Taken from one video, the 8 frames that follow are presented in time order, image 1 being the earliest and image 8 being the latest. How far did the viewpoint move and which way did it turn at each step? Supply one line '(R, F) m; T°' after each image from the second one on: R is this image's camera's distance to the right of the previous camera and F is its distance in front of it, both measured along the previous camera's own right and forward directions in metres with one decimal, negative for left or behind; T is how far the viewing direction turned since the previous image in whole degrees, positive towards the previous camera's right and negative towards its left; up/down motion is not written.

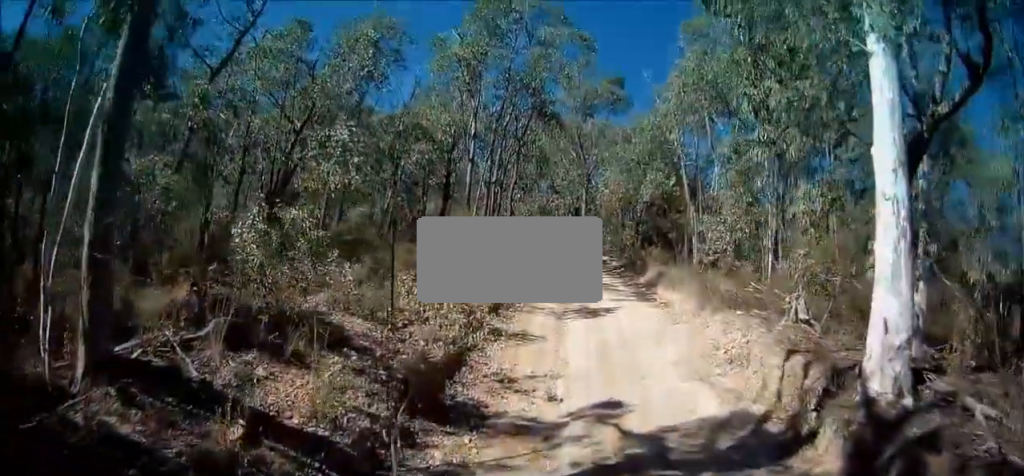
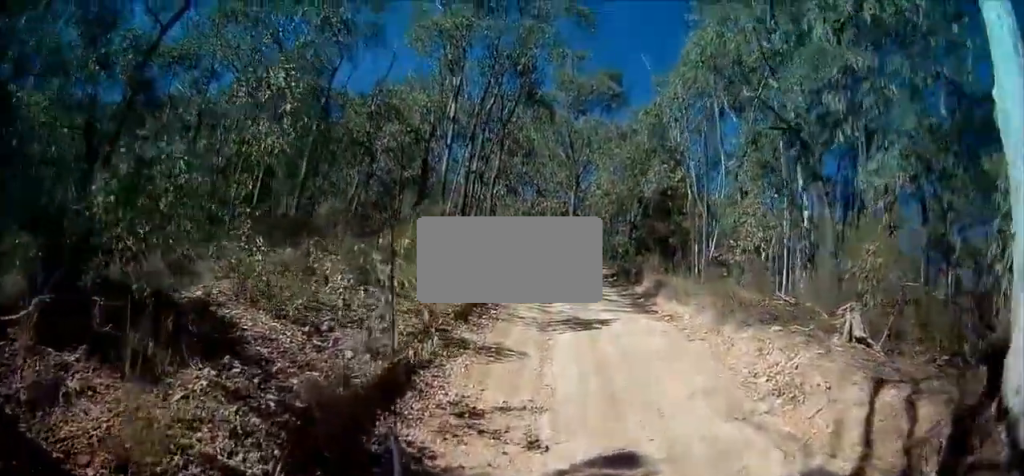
(-0.2, +2.6) m; +6°
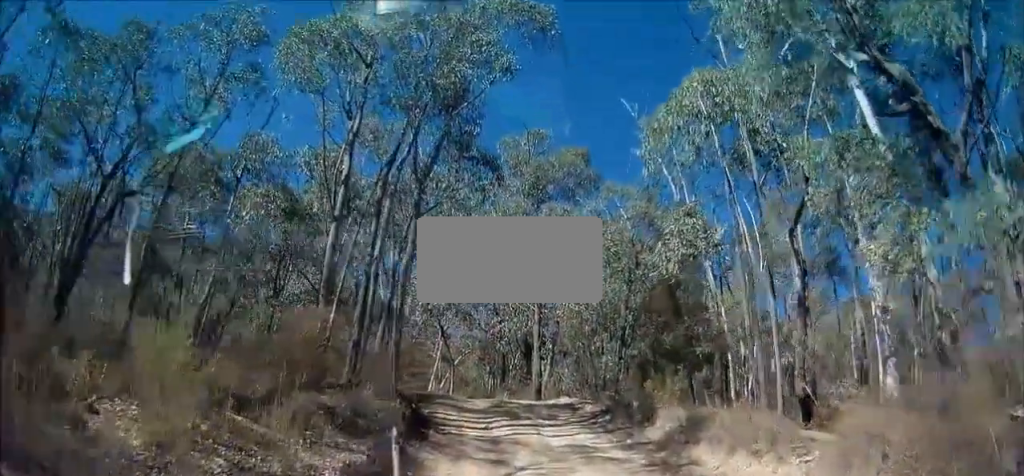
(+2.0, +6.6) m; +5°
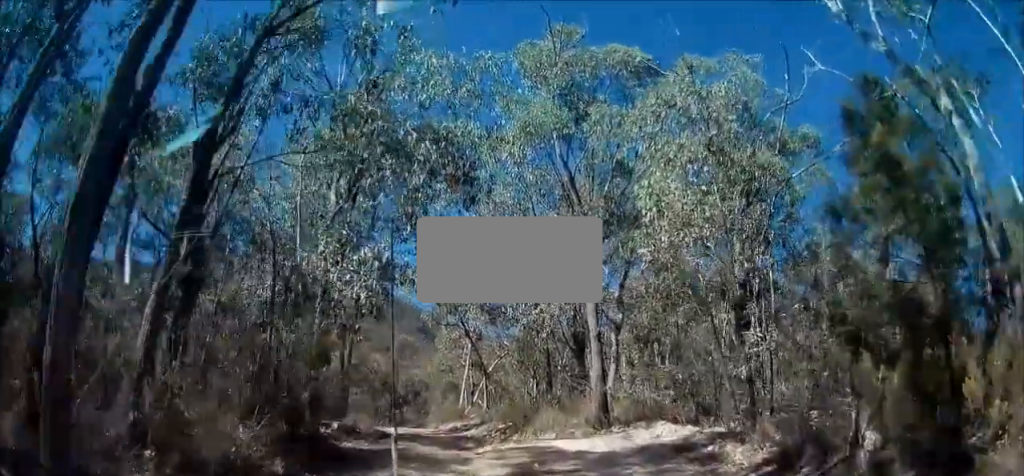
(-4.5, +5.9) m; -38°
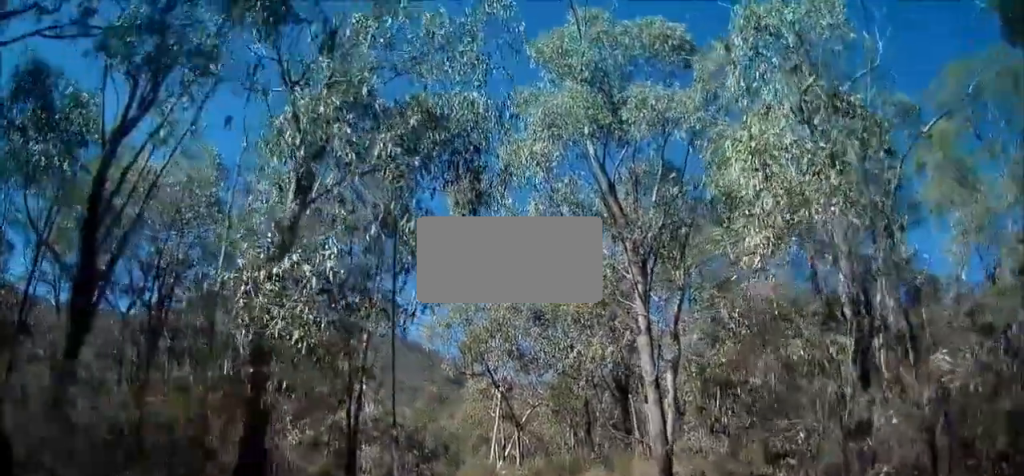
(+0.8, +3.2) m; +14°
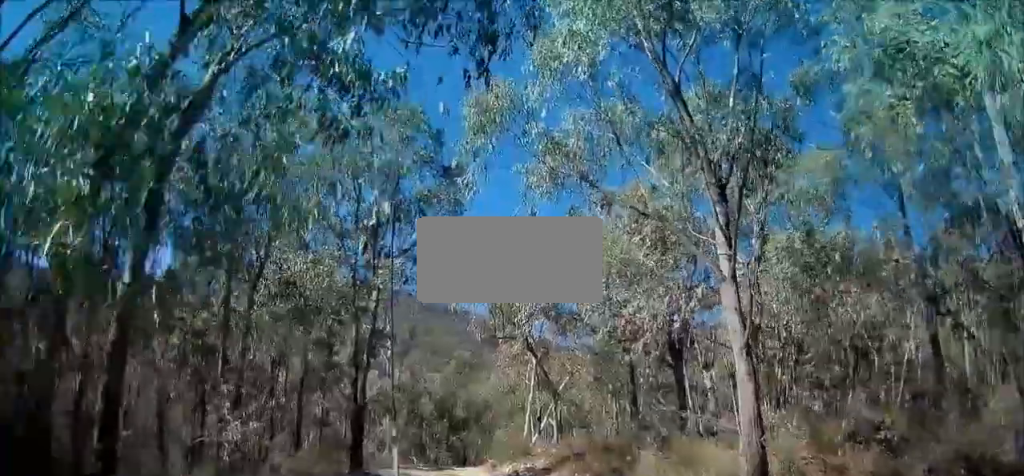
(+0.2, +3.3) m; -3°
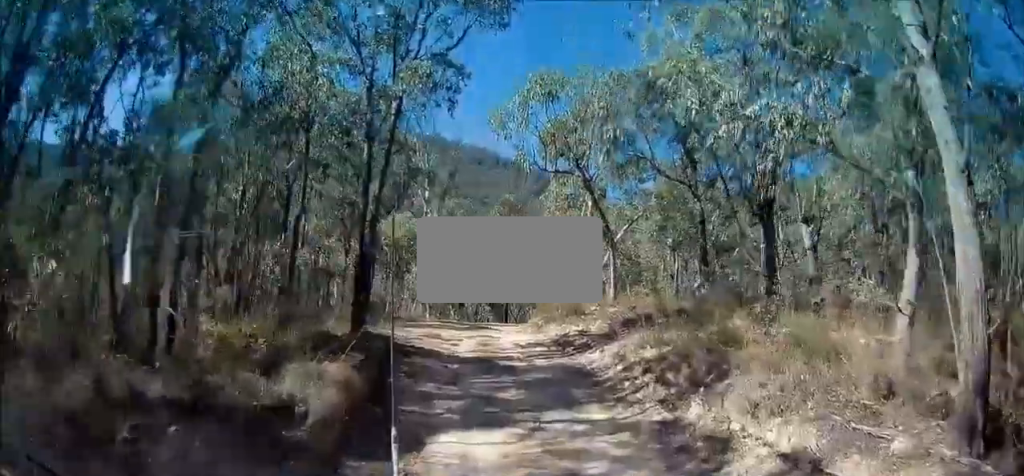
(-0.4, +3.7) m; -5°
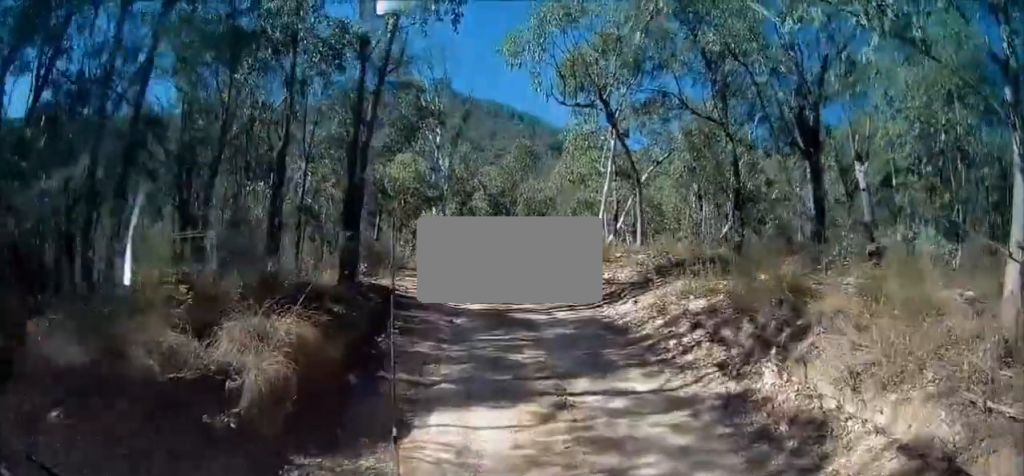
(-0.1, +1.5) m; +2°
